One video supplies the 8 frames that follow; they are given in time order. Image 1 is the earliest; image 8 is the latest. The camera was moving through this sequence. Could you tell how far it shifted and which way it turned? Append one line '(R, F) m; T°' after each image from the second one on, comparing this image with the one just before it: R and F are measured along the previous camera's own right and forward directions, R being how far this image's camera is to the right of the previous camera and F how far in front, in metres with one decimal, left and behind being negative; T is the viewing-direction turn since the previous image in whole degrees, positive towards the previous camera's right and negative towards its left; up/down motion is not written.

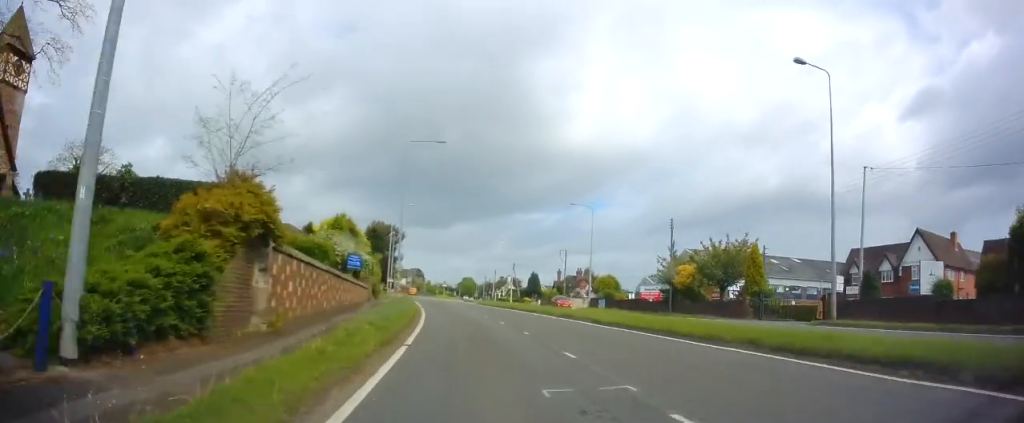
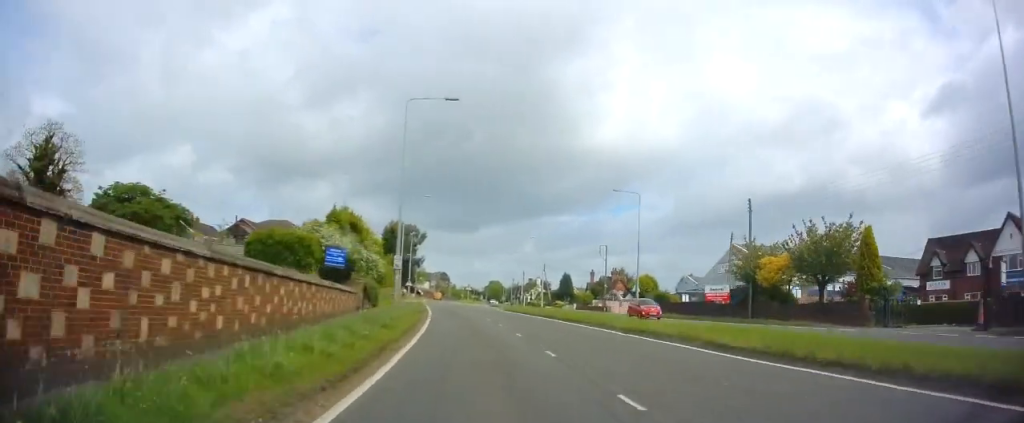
(-0.5, +10.4) m; -3°
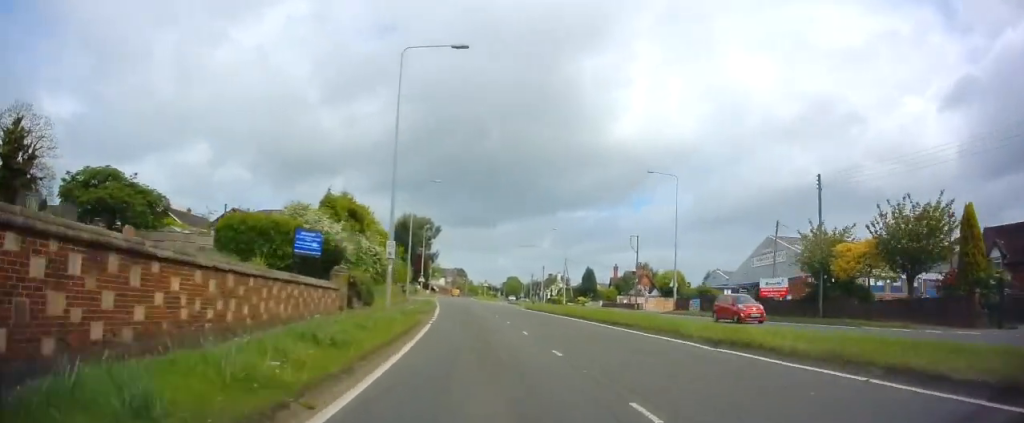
(-0.1, +6.7) m; -2°
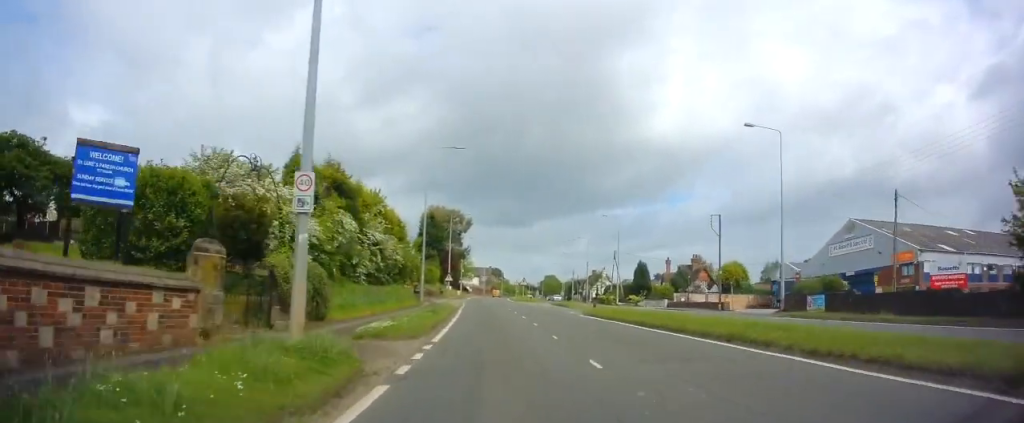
(-0.5, +13.9) m; -4°
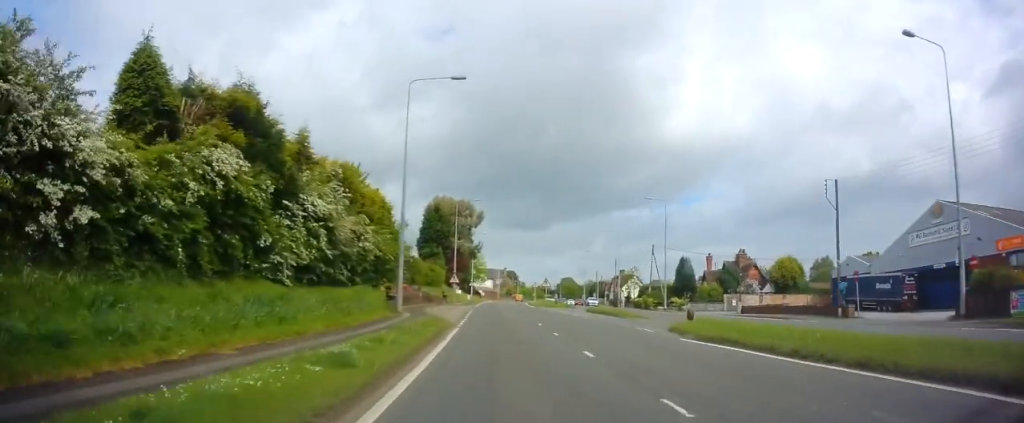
(-0.5, +15.5) m; -1°
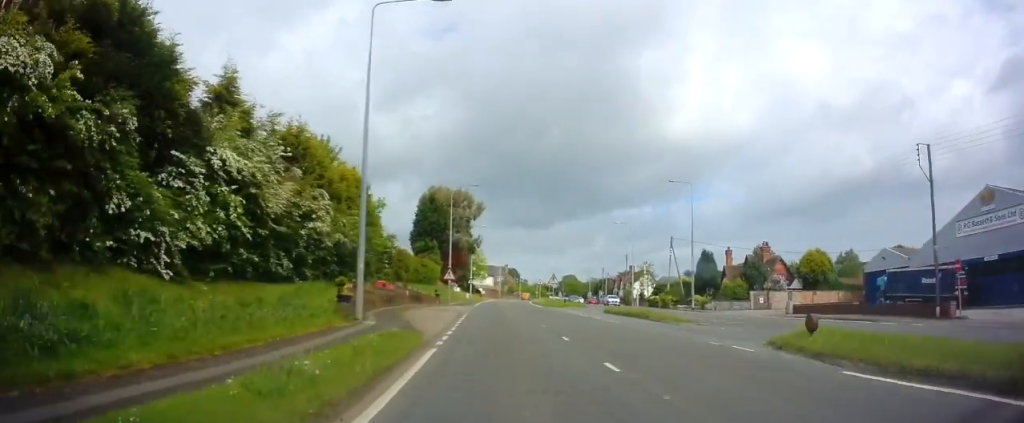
(+0.2, +8.4) m; 0°
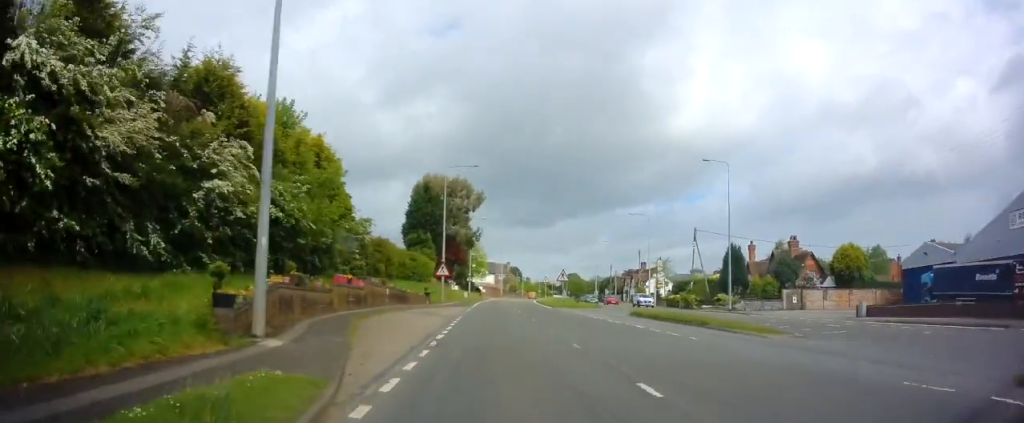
(0.0, +8.4) m; 0°
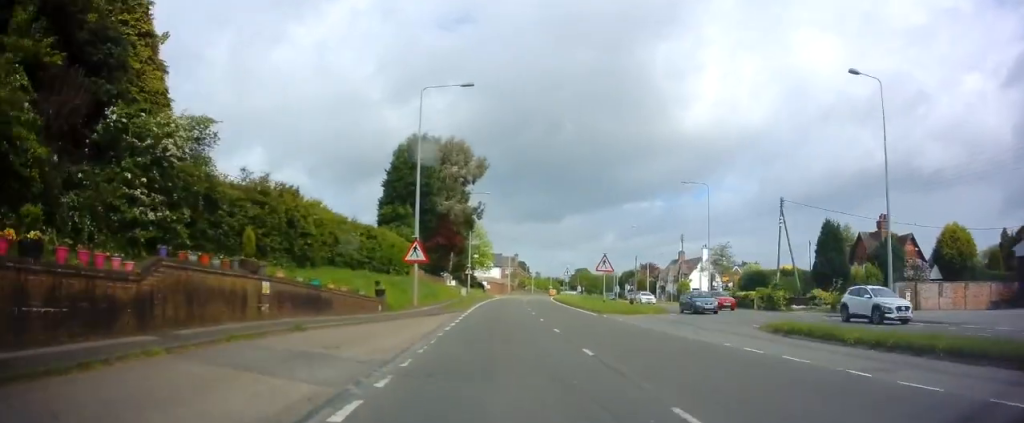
(-0.3, +19.8) m; -1°
